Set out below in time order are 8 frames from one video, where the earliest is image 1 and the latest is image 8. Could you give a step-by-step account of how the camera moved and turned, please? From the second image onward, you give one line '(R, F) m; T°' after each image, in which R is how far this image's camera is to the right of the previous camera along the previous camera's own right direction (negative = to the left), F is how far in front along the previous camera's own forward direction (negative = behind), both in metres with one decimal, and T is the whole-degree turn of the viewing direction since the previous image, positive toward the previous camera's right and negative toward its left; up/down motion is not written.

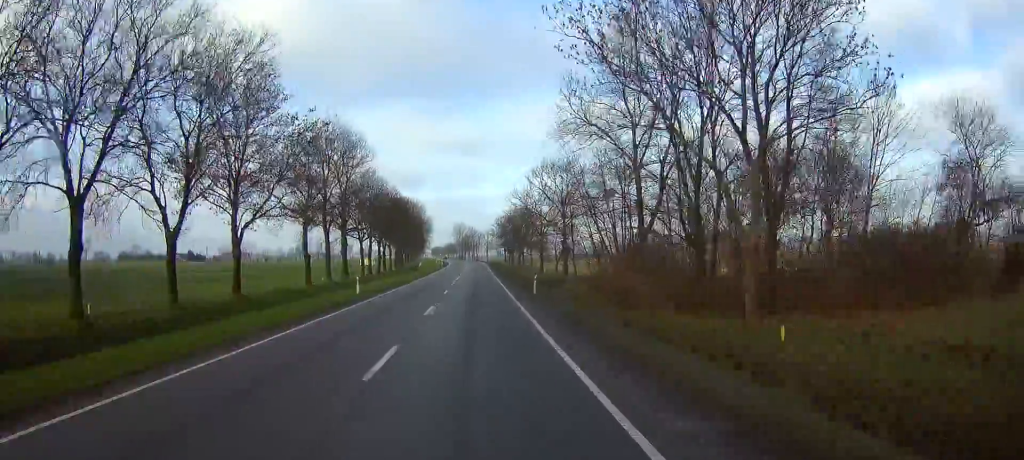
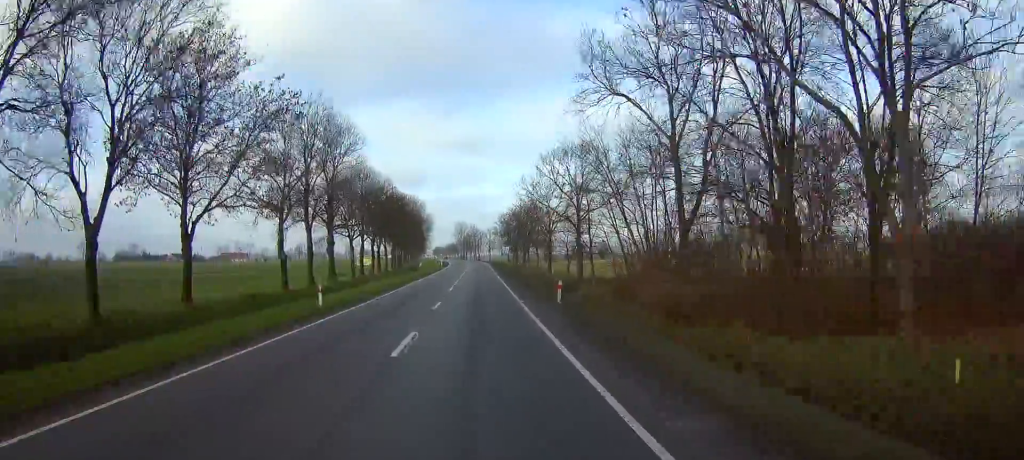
(-0.1, +9.6) m; 0°
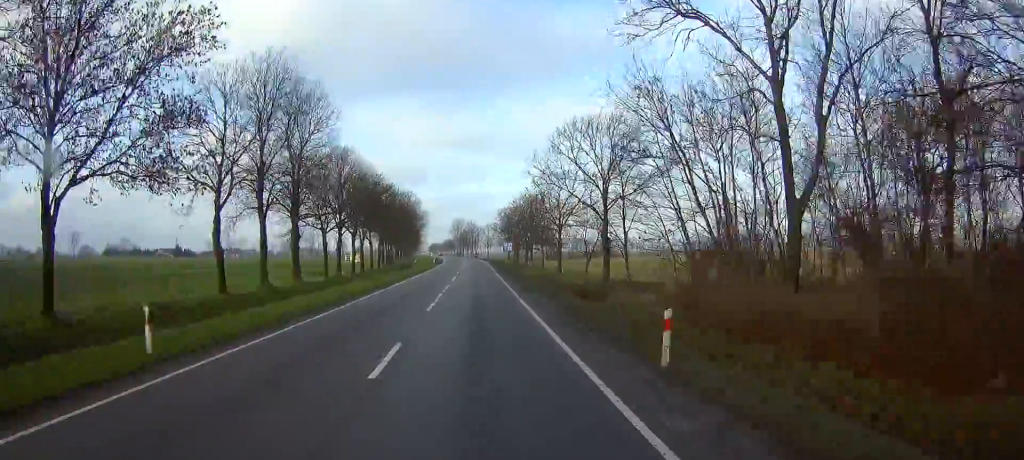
(0.0, +15.1) m; 0°
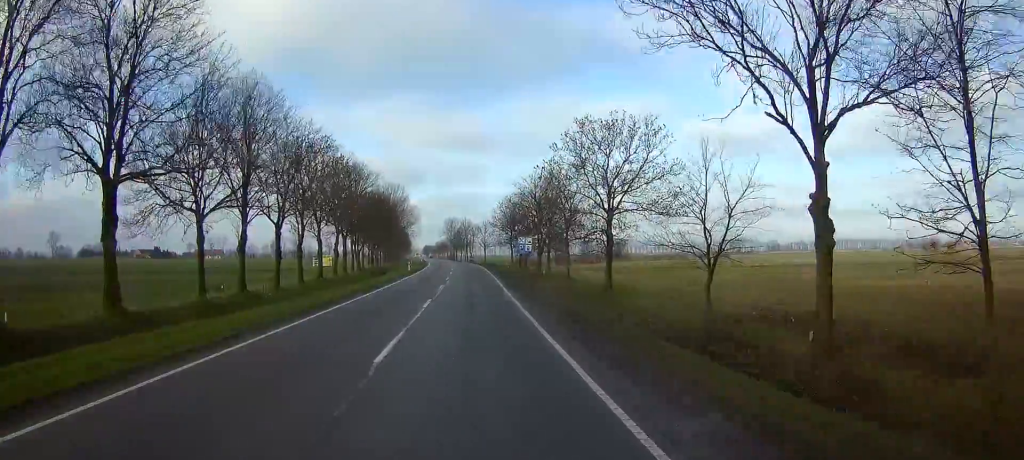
(0.0, +35.0) m; +1°
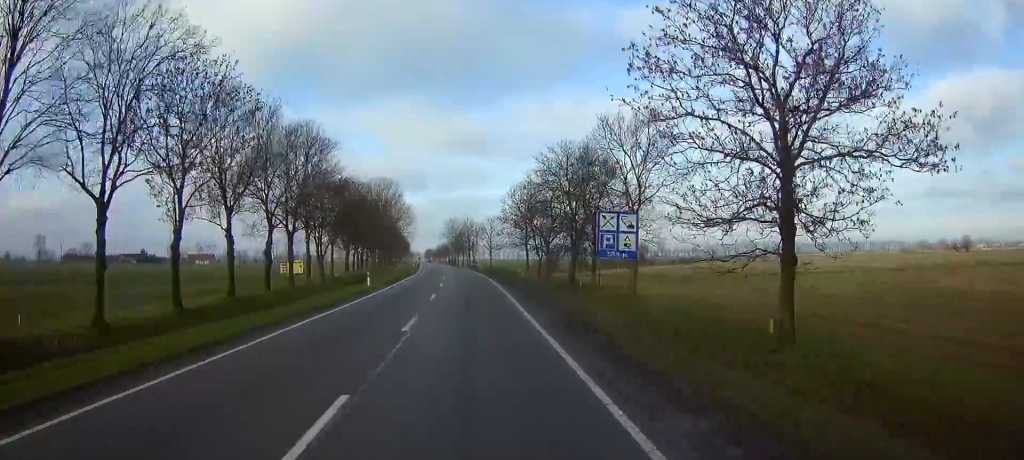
(+0.2, +31.2) m; 0°
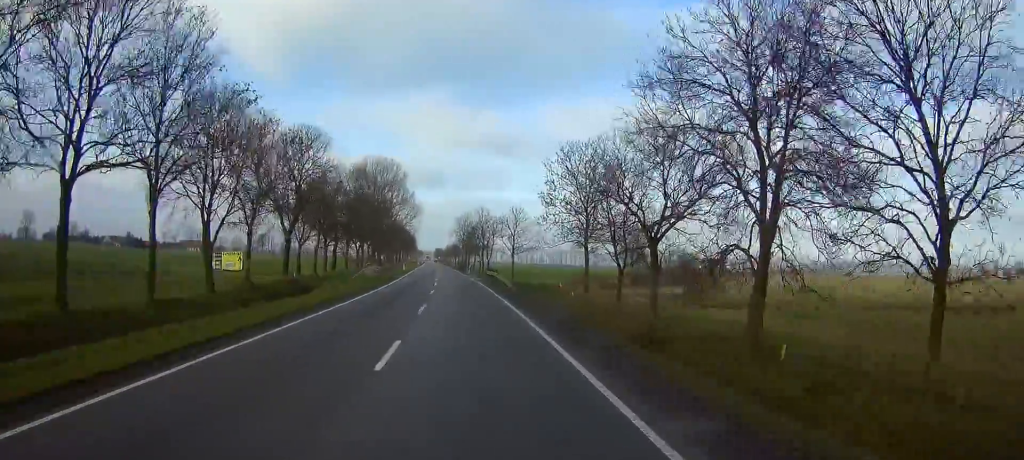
(-0.5, +43.2) m; -1°
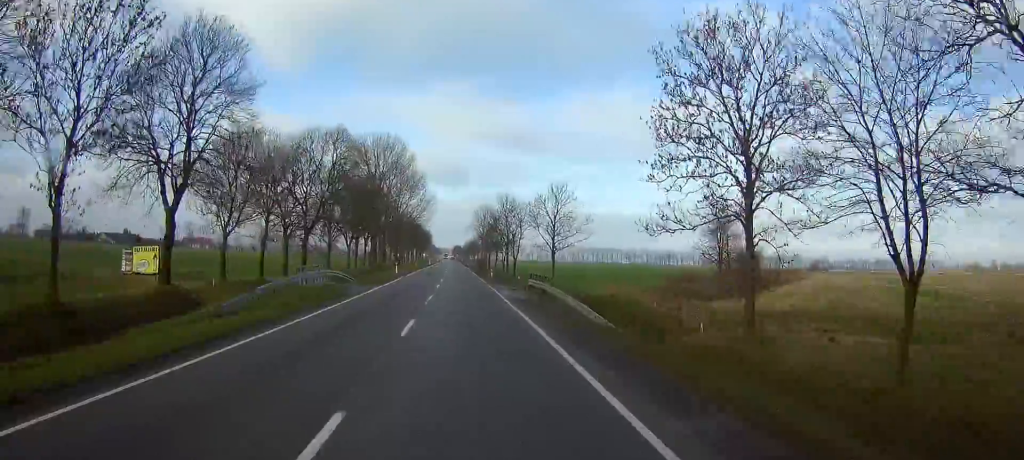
(-0.5, +31.8) m; -1°
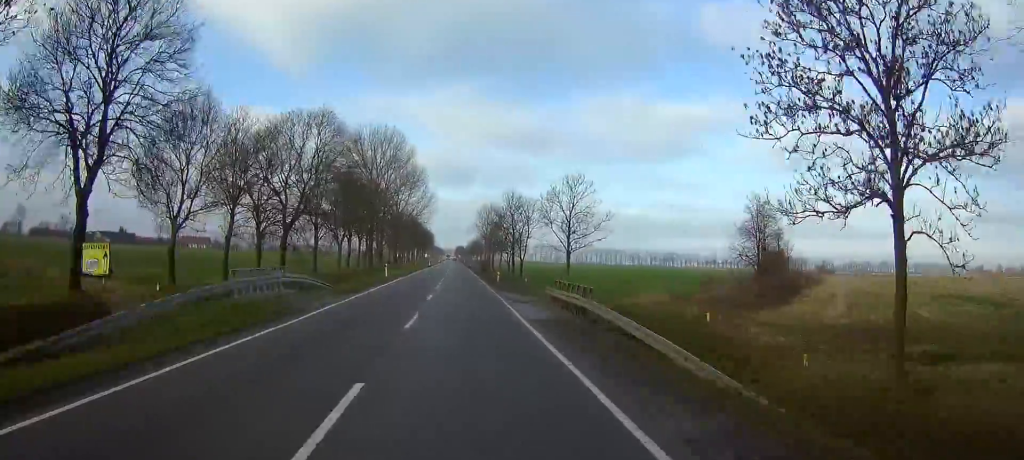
(0.0, +10.3) m; 0°
